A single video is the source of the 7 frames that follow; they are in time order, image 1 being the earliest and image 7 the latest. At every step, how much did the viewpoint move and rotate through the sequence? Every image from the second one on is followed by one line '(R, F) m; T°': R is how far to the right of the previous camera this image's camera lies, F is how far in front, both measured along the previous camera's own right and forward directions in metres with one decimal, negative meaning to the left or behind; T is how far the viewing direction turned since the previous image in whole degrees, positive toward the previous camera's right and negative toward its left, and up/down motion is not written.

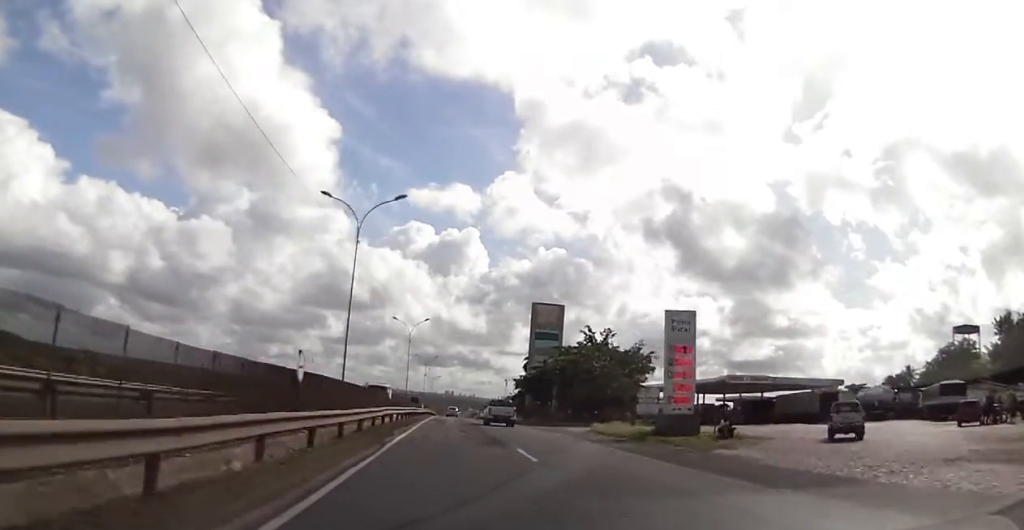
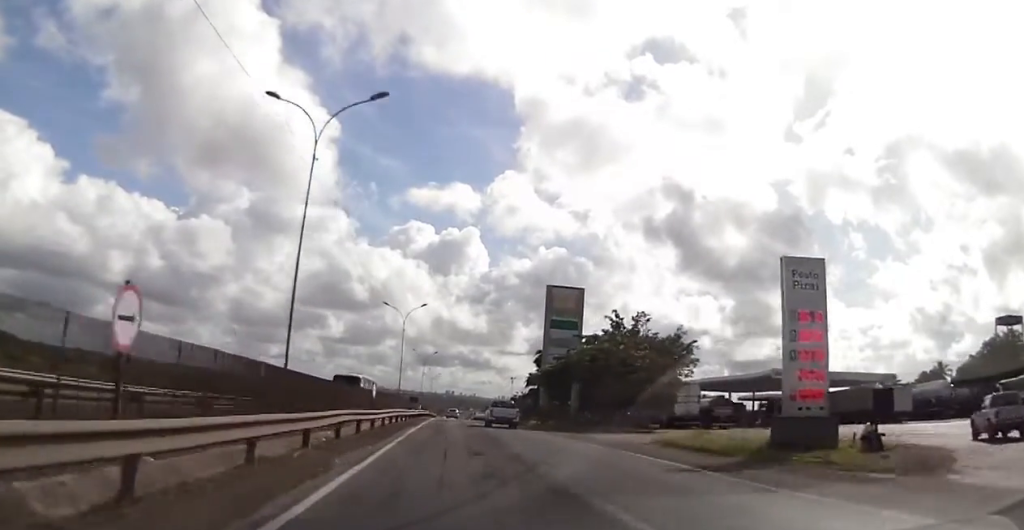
(0.0, +12.4) m; +1°
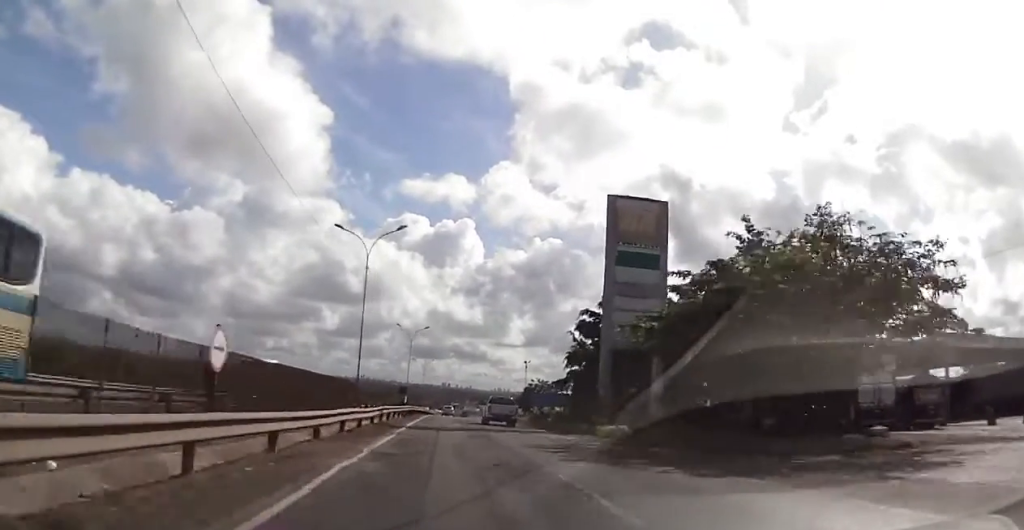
(+0.8, +30.0) m; +1°
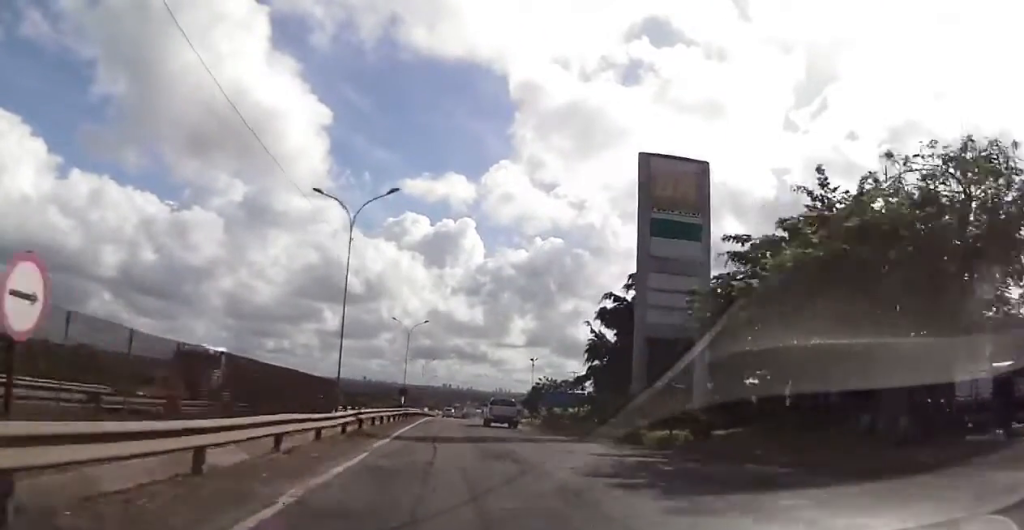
(-0.2, +7.6) m; -1°
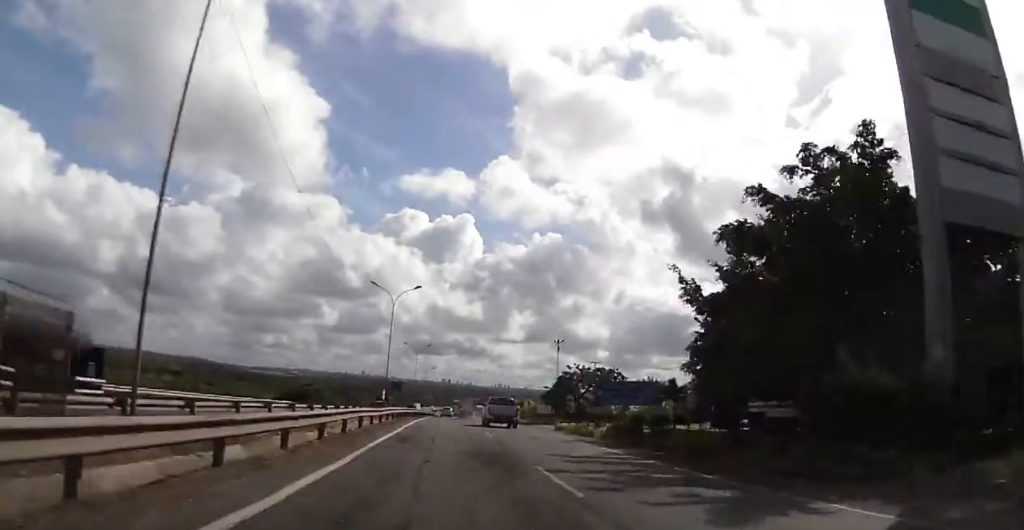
(-0.3, +22.8) m; -1°
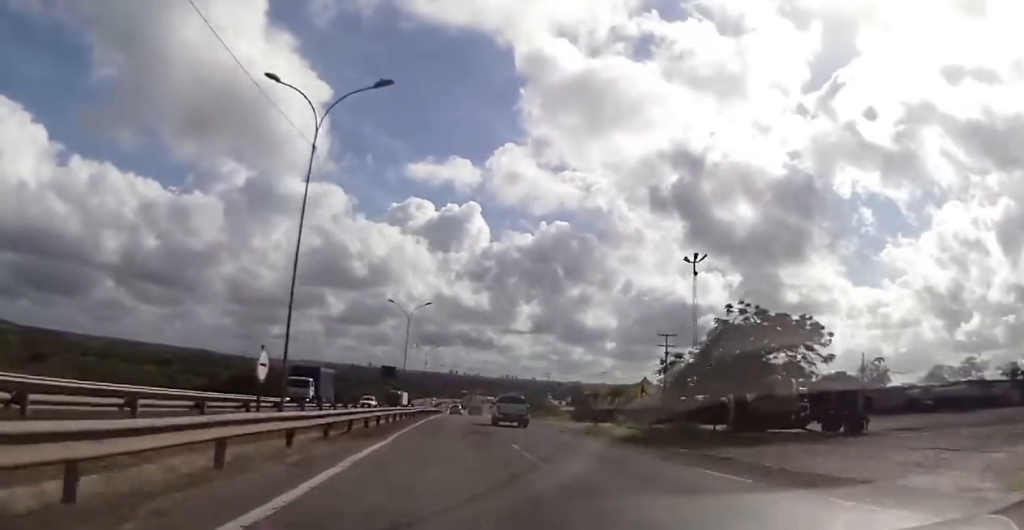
(0.0, +40.3) m; 0°
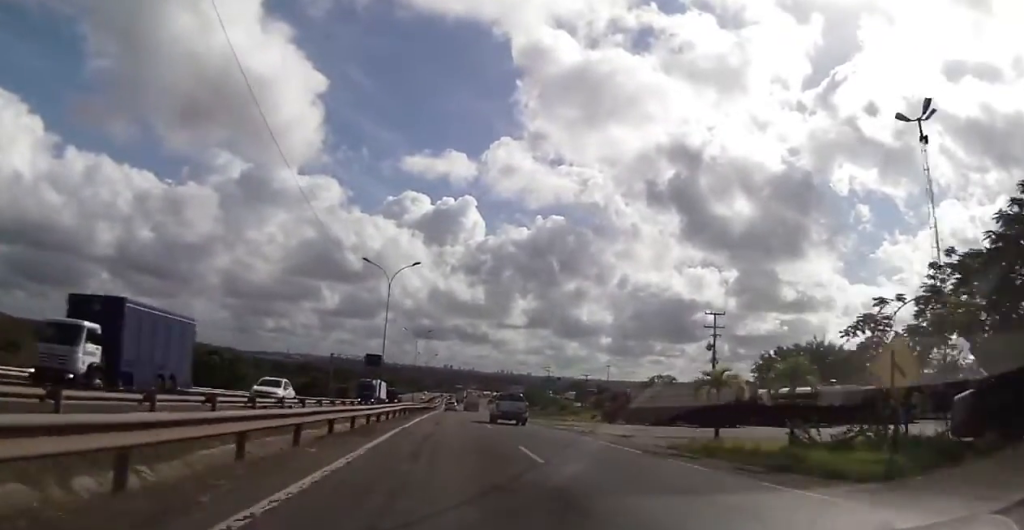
(+0.2, +19.3) m; +1°
